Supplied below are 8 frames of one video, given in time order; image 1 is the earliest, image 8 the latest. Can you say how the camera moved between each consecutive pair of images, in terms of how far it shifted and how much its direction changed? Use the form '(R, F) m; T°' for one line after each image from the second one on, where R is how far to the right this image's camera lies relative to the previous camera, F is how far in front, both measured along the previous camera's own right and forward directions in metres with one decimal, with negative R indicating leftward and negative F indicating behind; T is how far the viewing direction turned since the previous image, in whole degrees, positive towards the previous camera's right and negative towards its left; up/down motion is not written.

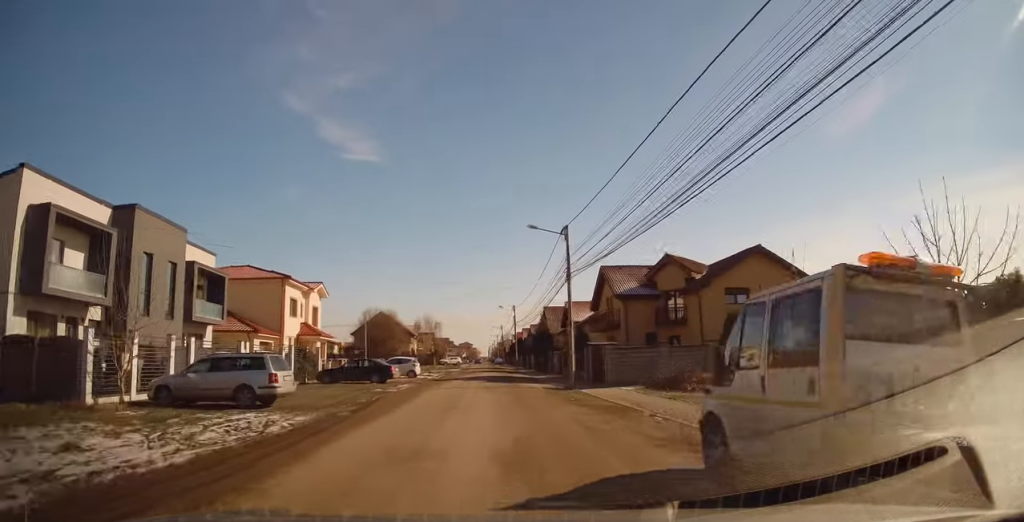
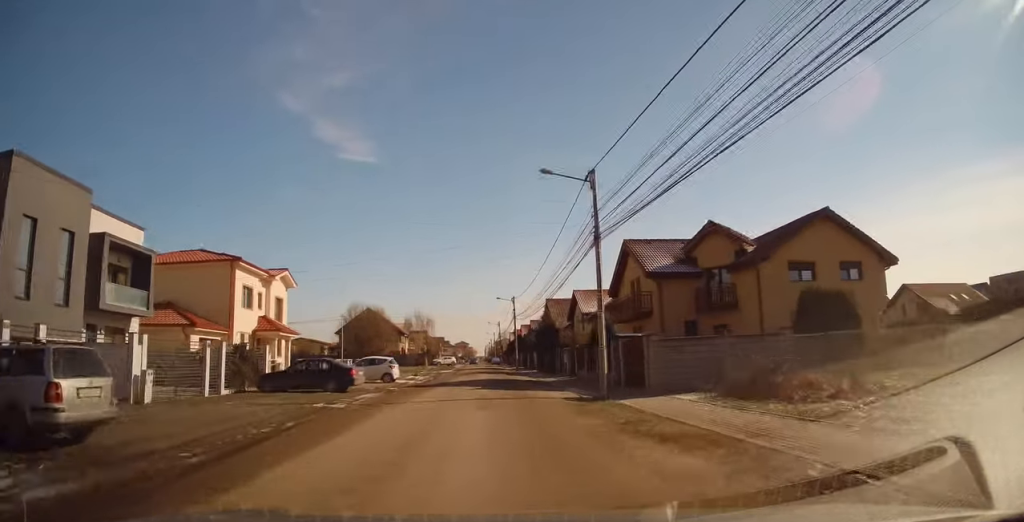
(0.0, +7.6) m; +2°
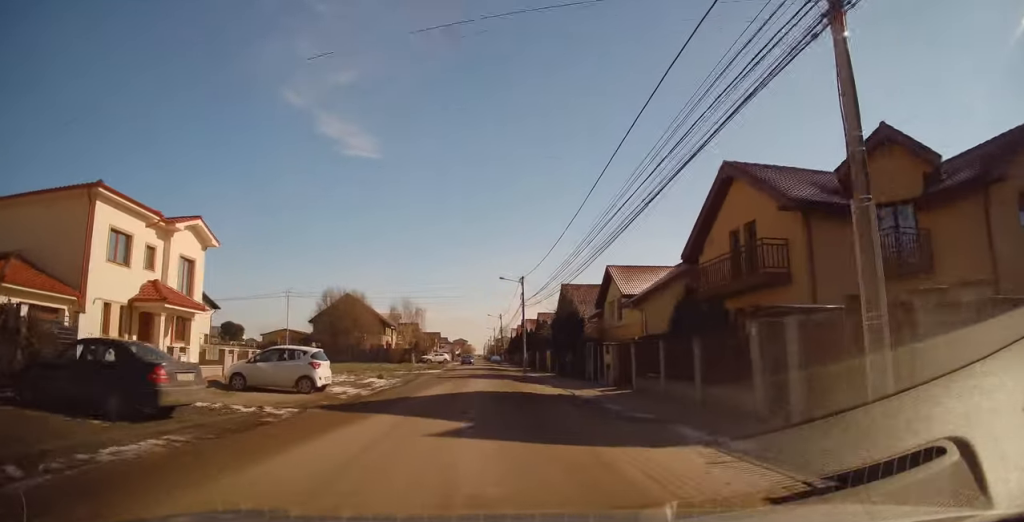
(+0.6, +13.3) m; +3°
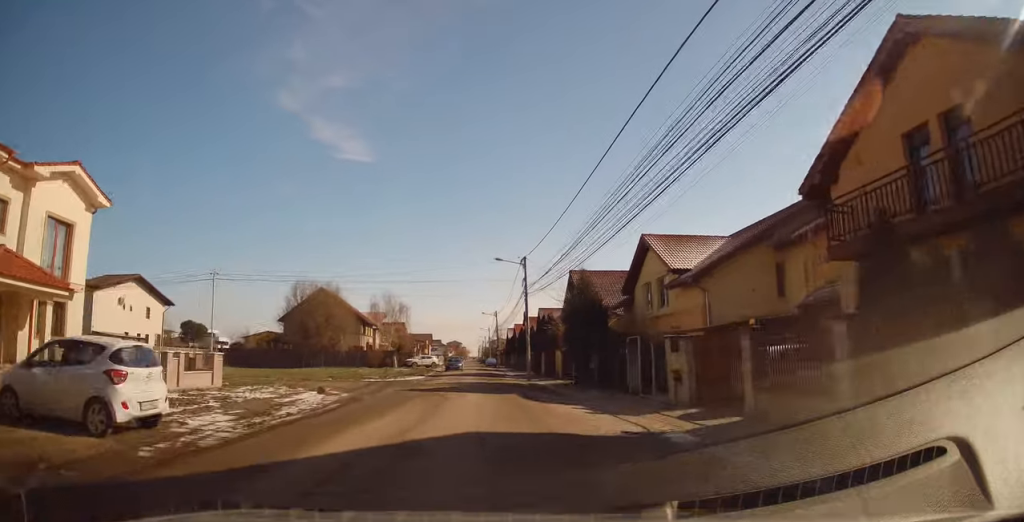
(0.0, +9.8) m; -1°
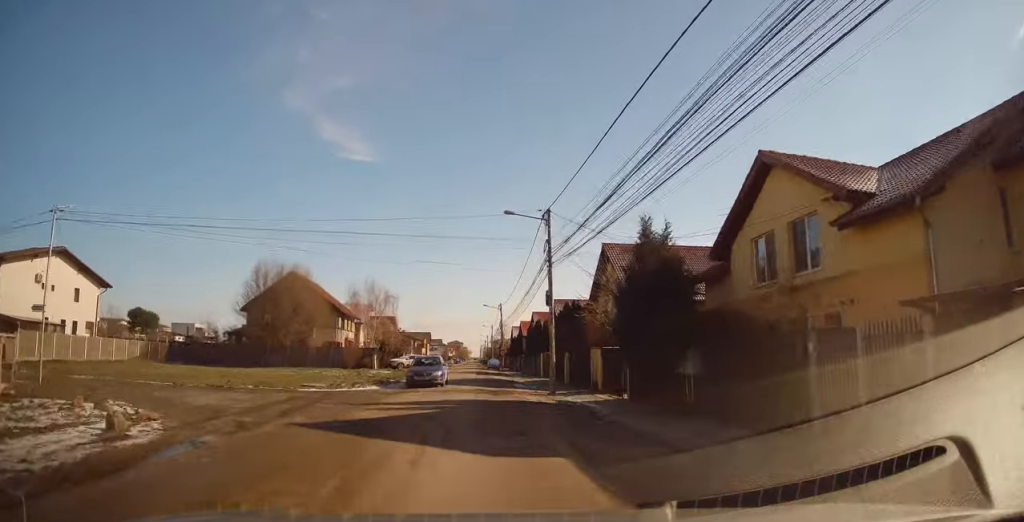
(-0.3, +11.9) m; -1°
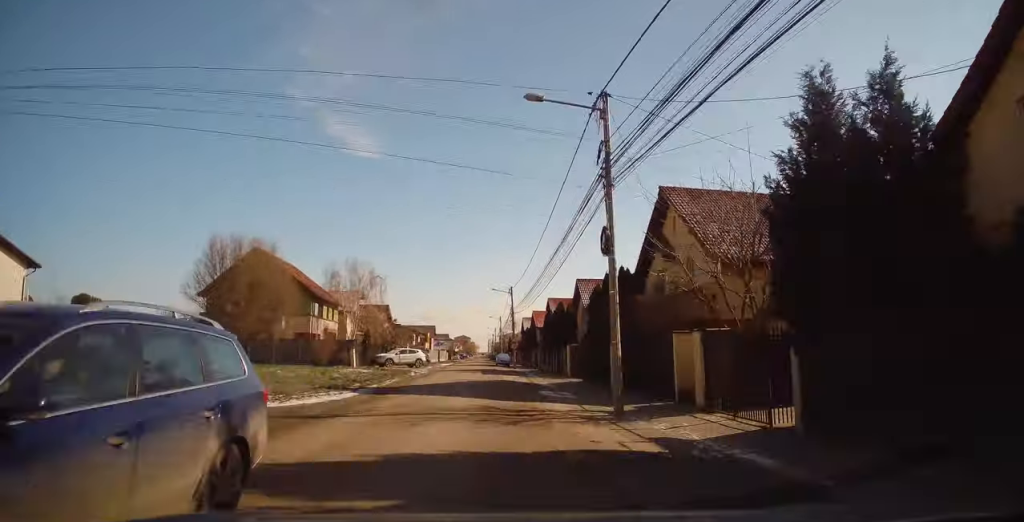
(+0.1, +10.5) m; +1°
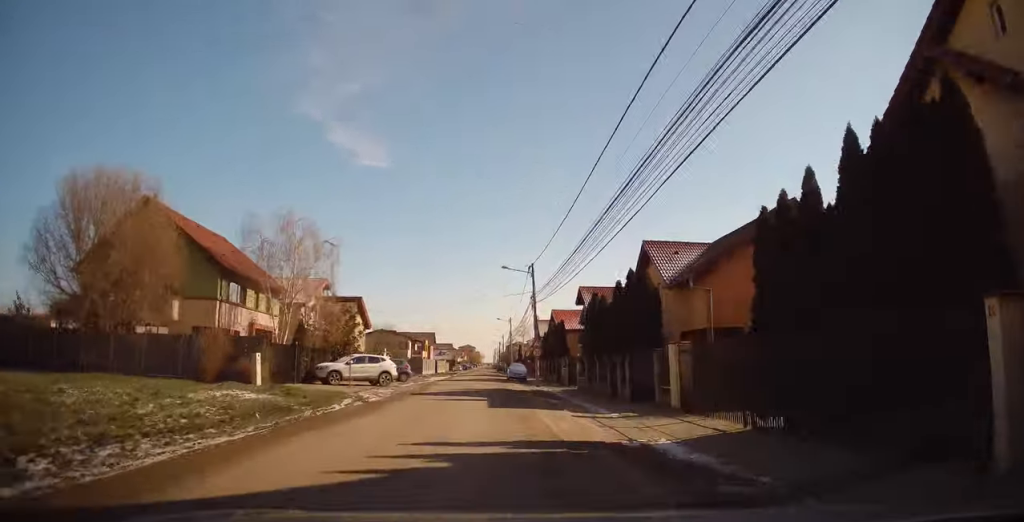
(0.0, +17.4) m; -2°
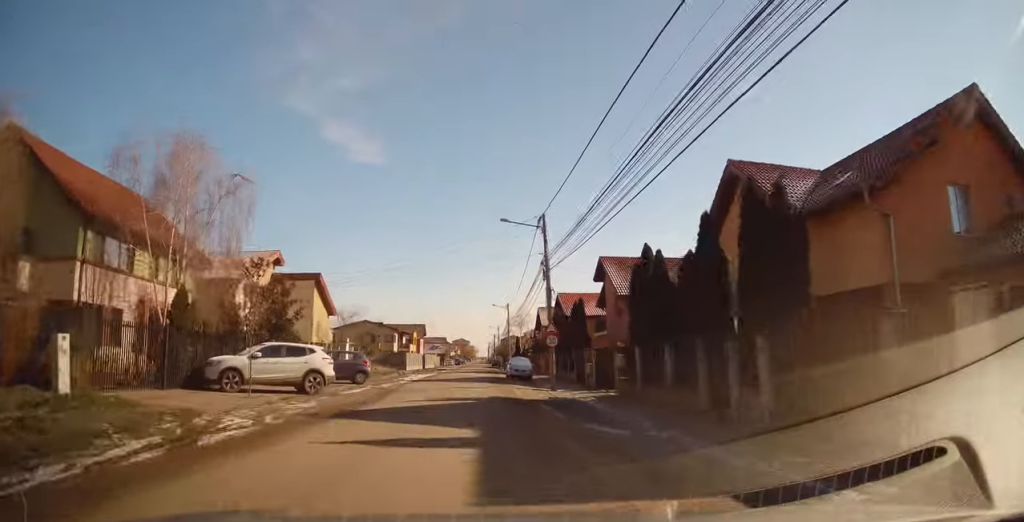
(-0.1, +10.9) m; -1°
